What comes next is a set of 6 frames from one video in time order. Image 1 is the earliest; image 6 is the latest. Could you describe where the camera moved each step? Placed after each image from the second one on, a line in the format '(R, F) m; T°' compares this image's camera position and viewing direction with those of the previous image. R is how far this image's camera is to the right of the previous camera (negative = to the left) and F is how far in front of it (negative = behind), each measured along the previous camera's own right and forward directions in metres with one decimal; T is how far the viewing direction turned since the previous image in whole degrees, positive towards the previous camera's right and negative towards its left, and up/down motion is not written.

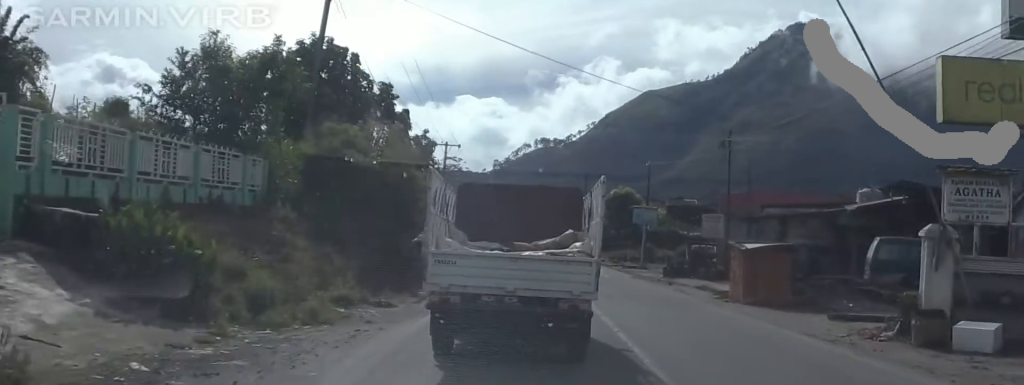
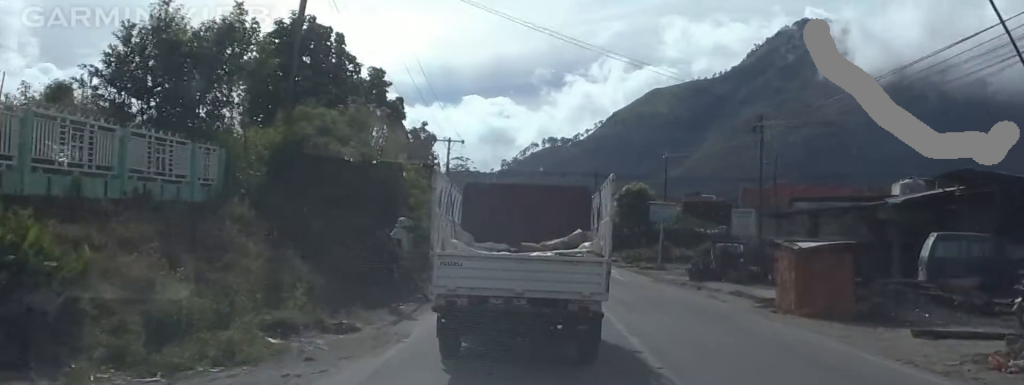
(+0.2, +3.7) m; +2°
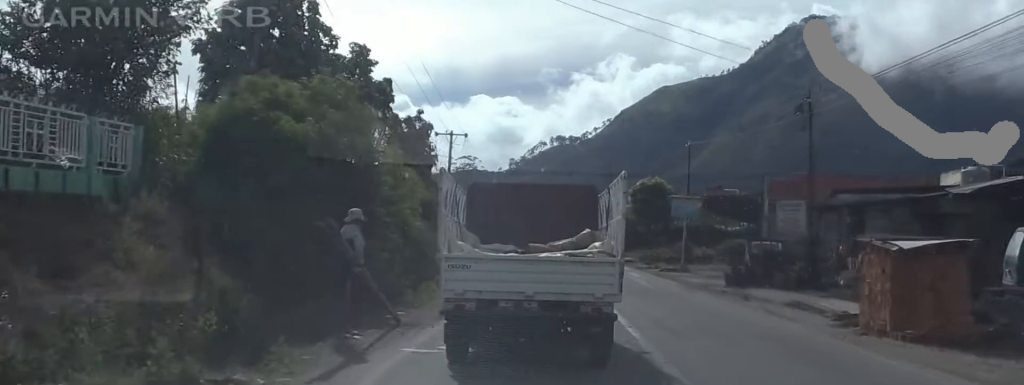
(+0.8, +4.4) m; -5°
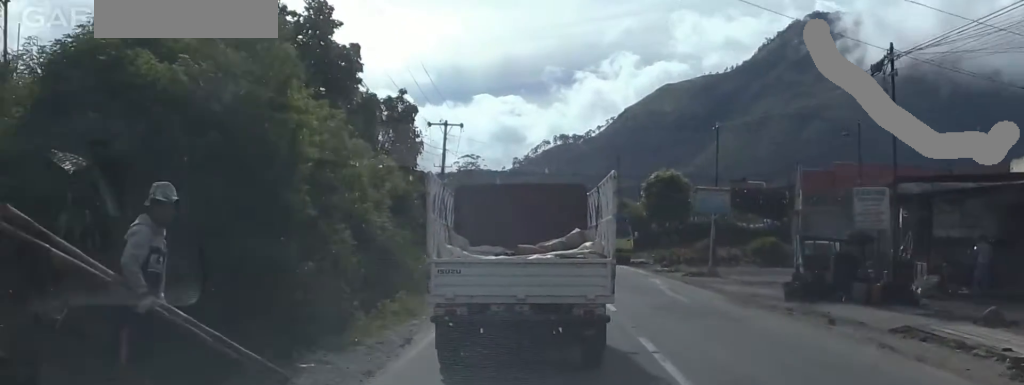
(-1.1, +5.8) m; -6°
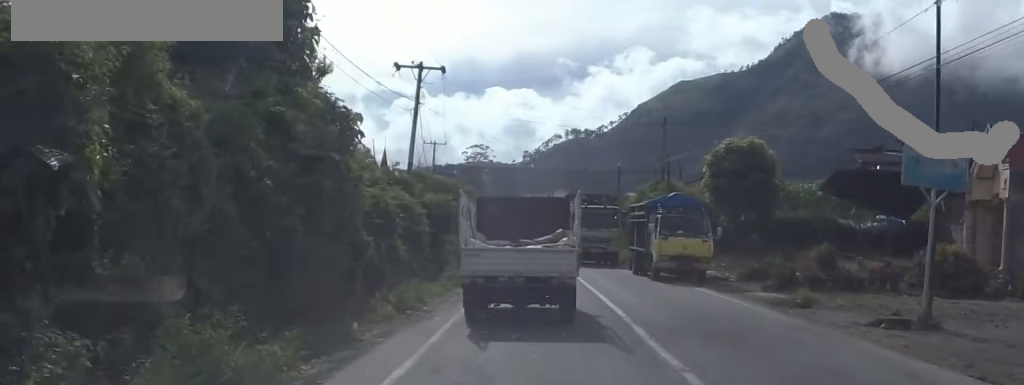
(+0.4, +21.1) m; -3°
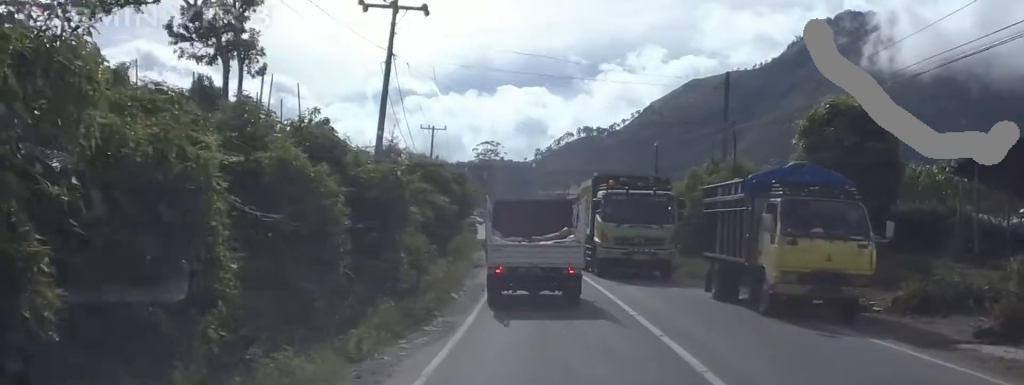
(+0.2, +12.3) m; 0°
